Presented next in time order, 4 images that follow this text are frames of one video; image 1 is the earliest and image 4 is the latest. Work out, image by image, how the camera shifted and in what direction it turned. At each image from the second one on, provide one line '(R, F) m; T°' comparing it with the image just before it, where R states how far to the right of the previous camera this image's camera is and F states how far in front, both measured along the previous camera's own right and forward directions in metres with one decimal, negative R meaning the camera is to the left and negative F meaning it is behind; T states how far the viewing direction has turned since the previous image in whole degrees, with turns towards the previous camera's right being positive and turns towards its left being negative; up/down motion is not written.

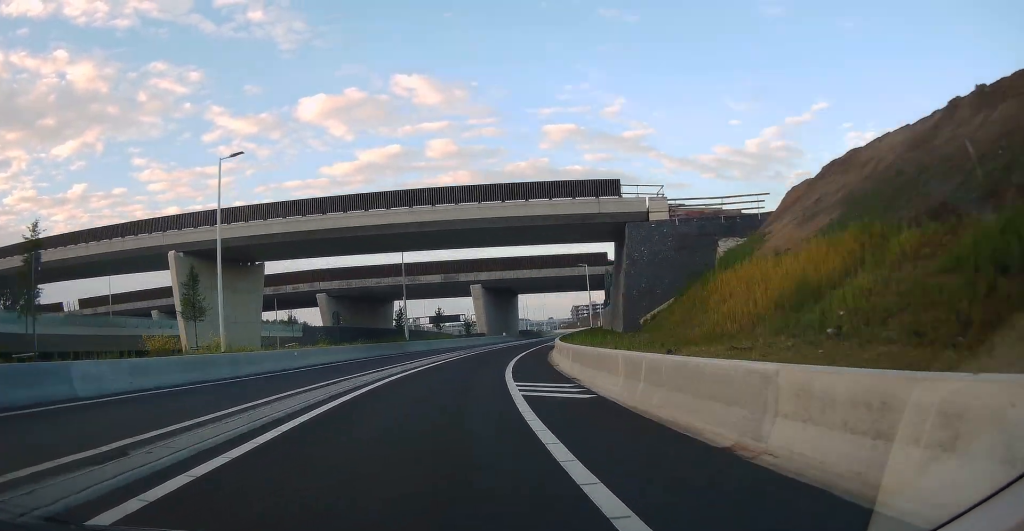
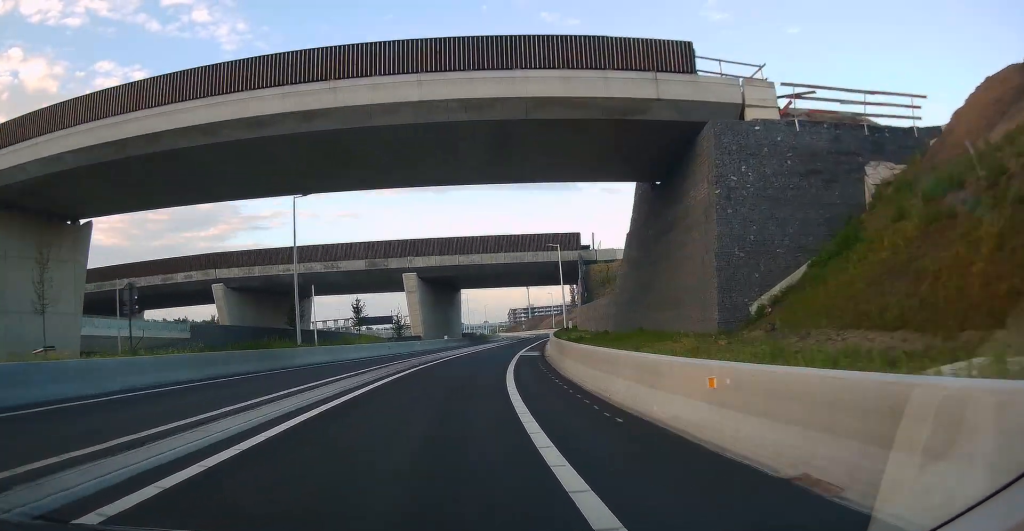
(+2.0, +22.8) m; +6°
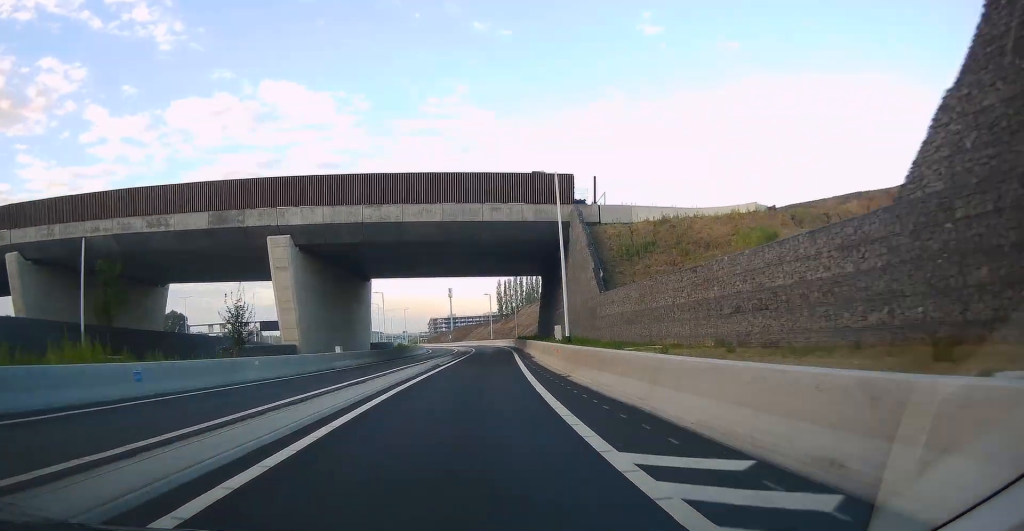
(+2.2, +32.5) m; +7°
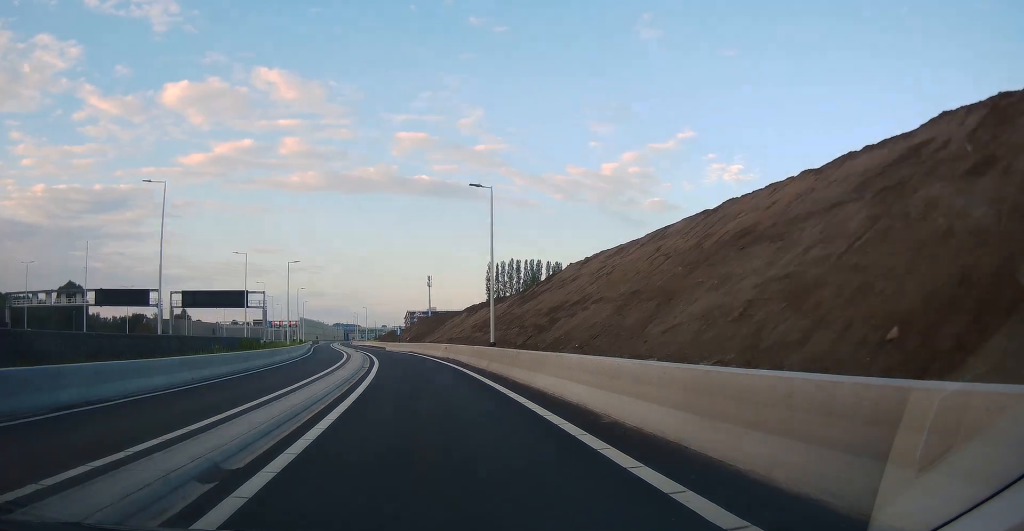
(+7.7, +84.3) m; +6°
